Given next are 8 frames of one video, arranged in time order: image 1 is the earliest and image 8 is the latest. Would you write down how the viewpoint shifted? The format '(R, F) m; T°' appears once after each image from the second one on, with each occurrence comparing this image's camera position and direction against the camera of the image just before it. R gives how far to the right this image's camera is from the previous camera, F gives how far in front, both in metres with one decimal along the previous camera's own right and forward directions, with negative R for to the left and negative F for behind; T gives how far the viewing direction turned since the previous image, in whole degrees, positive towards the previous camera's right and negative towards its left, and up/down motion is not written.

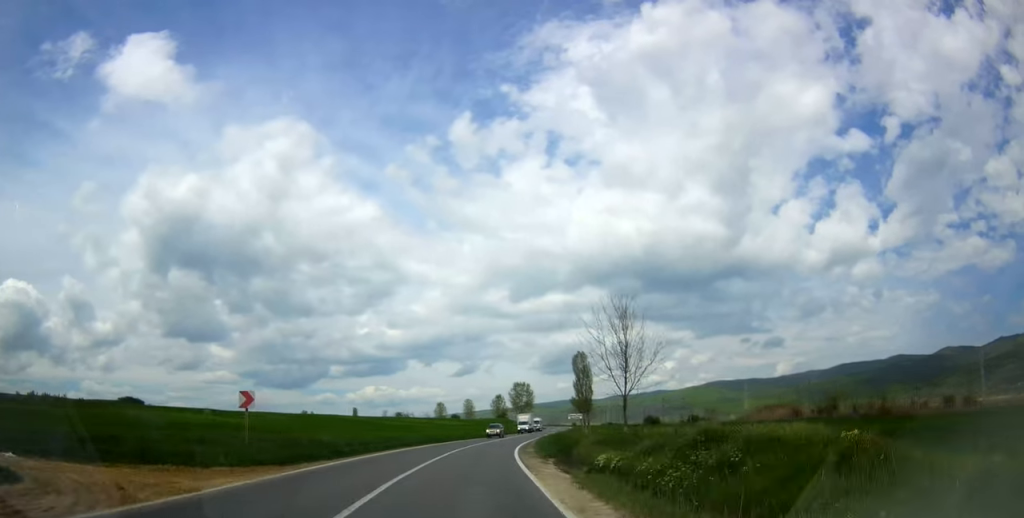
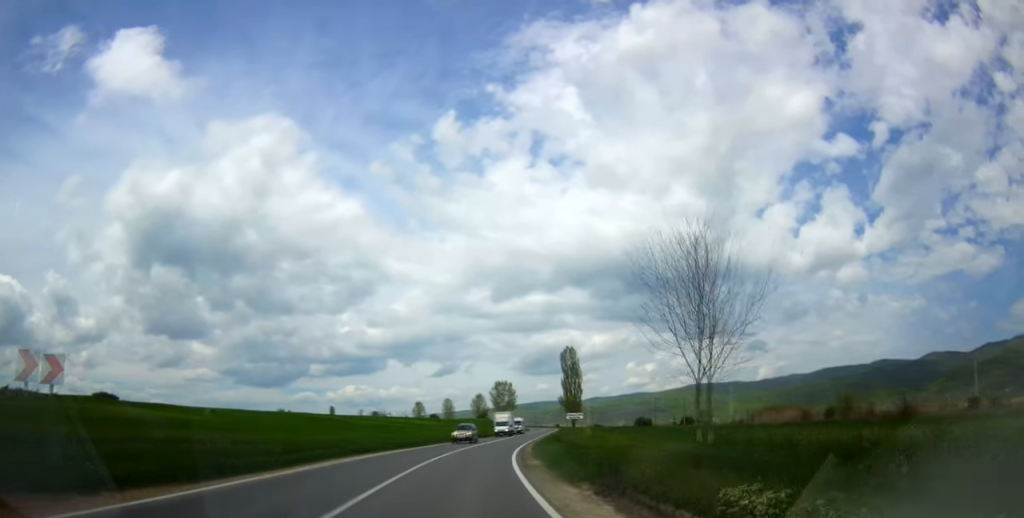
(0.0, +11.0) m; +2°
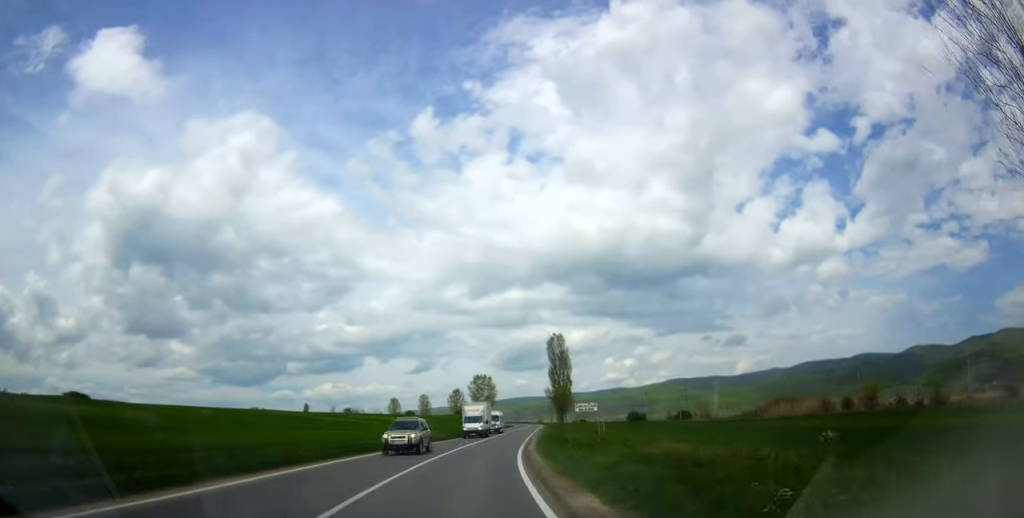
(+0.4, +13.4) m; +2°
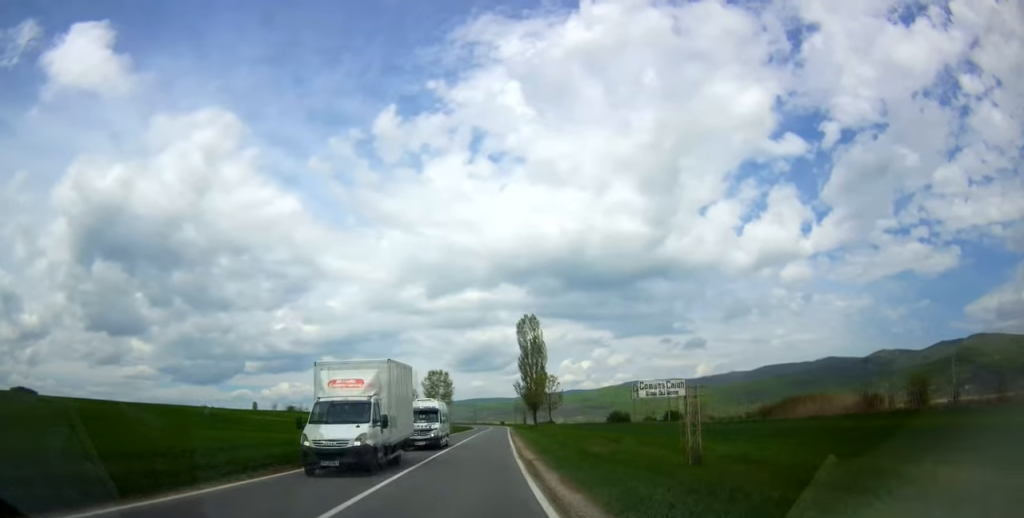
(+0.5, +21.7) m; +4°
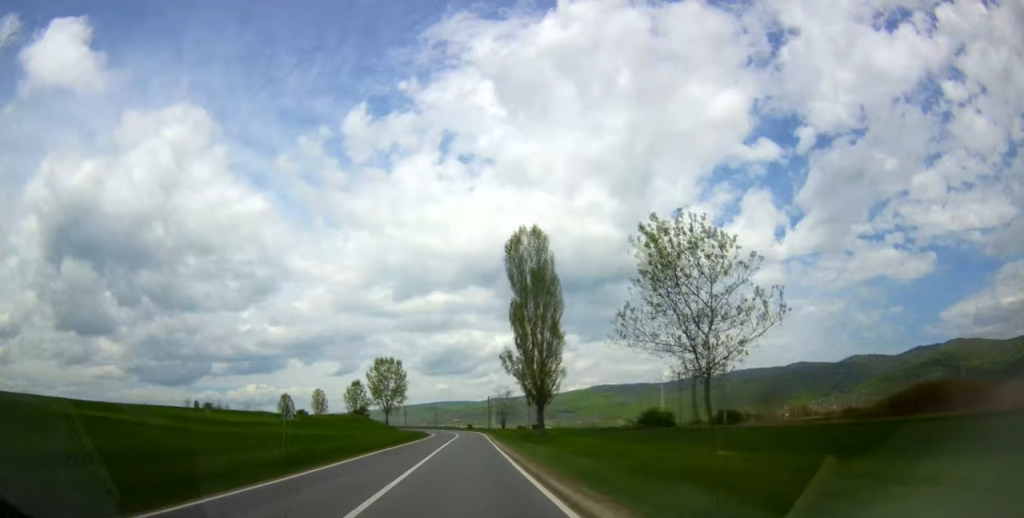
(+4.0, +43.8) m; +8°
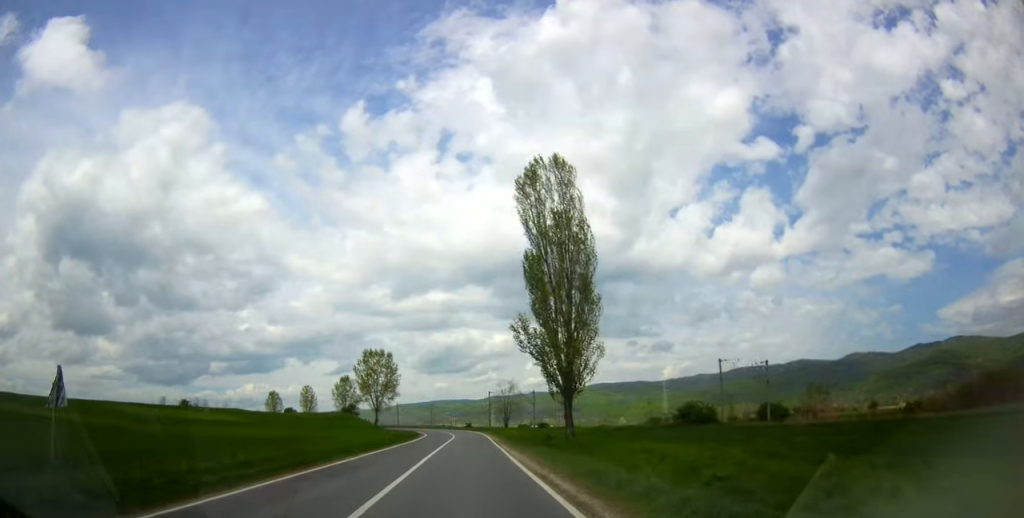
(+0.1, +14.4) m; +1°
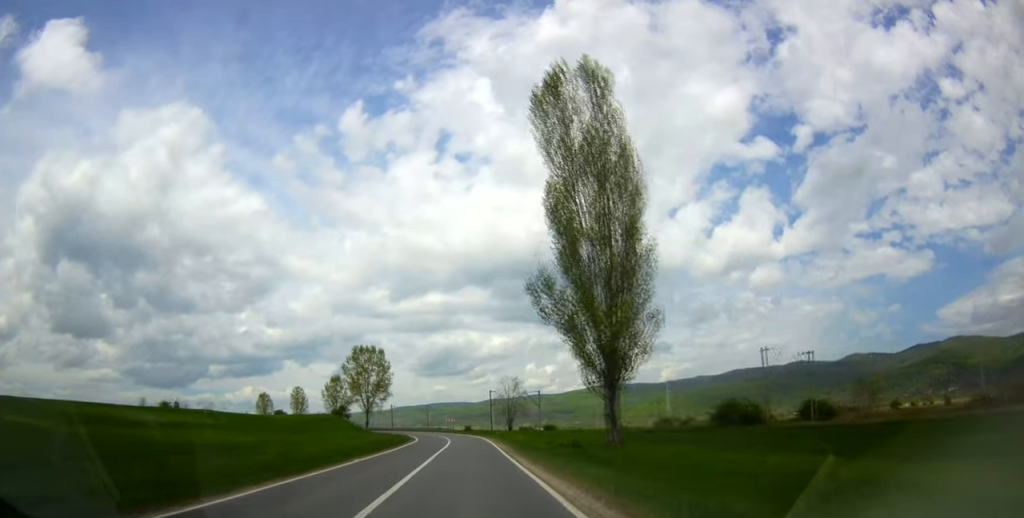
(-0.1, +11.1) m; +1°
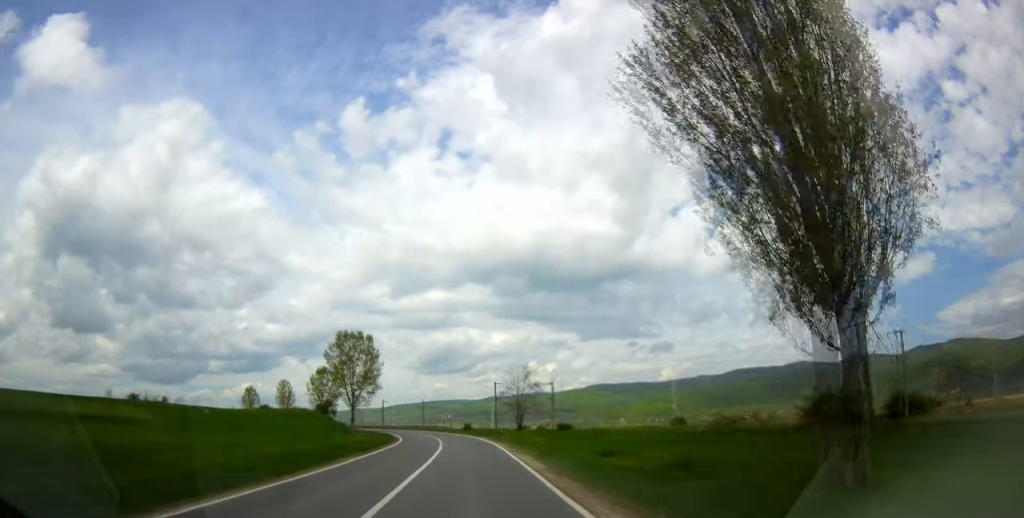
(+0.4, +16.4) m; +1°
